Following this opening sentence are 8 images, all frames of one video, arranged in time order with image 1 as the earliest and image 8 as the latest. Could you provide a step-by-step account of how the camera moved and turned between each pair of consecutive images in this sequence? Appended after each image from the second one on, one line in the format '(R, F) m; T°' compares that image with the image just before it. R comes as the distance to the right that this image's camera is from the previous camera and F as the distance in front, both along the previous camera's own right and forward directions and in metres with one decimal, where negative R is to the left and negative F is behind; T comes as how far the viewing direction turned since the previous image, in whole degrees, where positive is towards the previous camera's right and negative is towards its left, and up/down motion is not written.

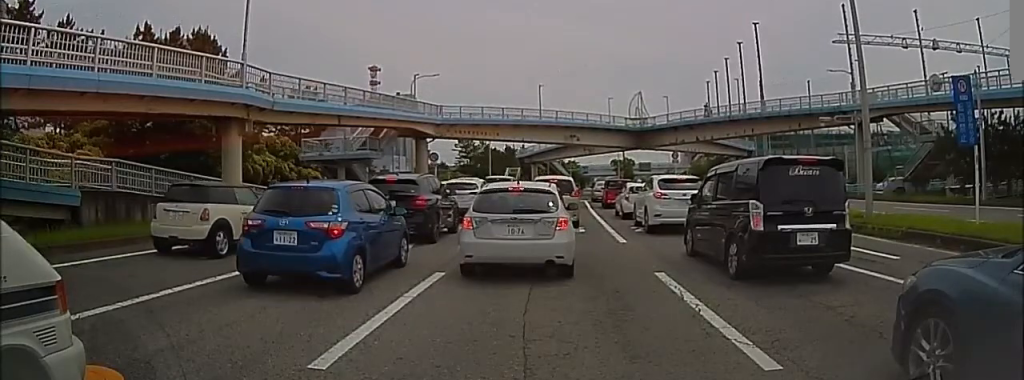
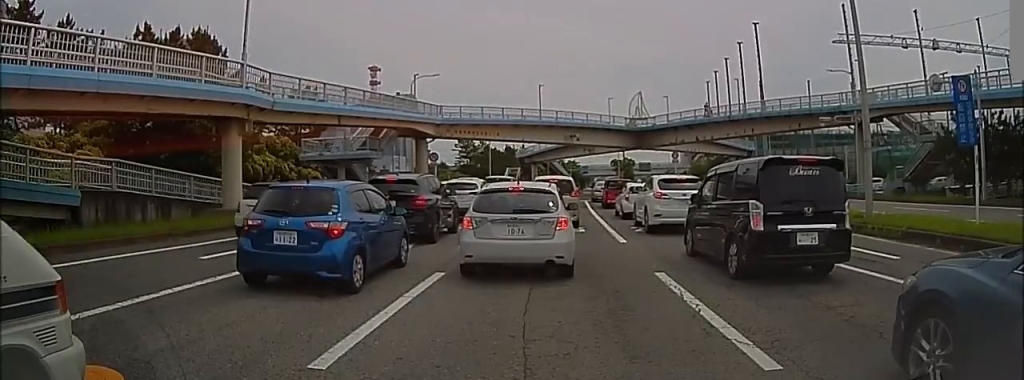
(0.0, 0.0) m; 0°
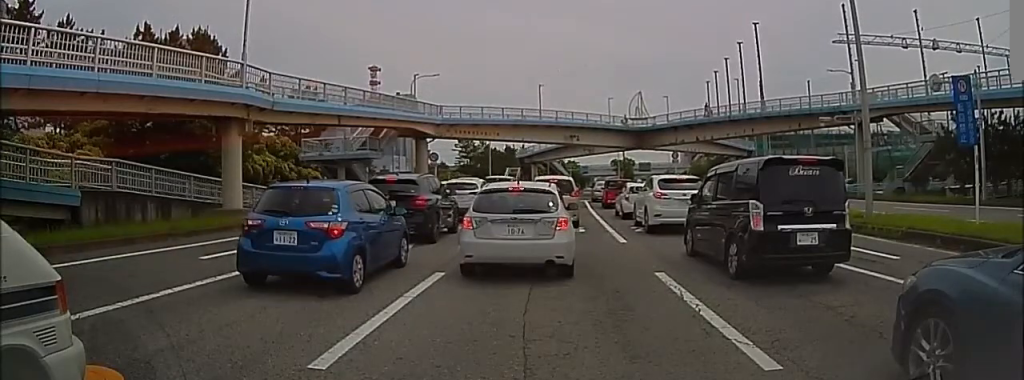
(0.0, 0.0) m; 0°
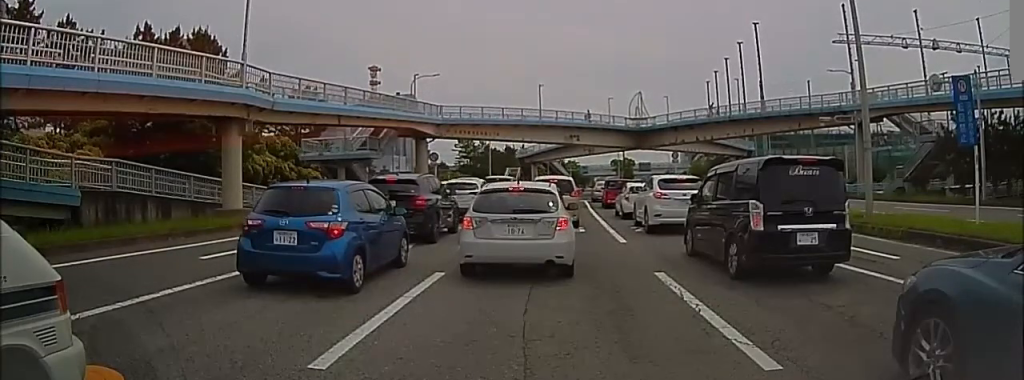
(0.0, 0.0) m; 0°
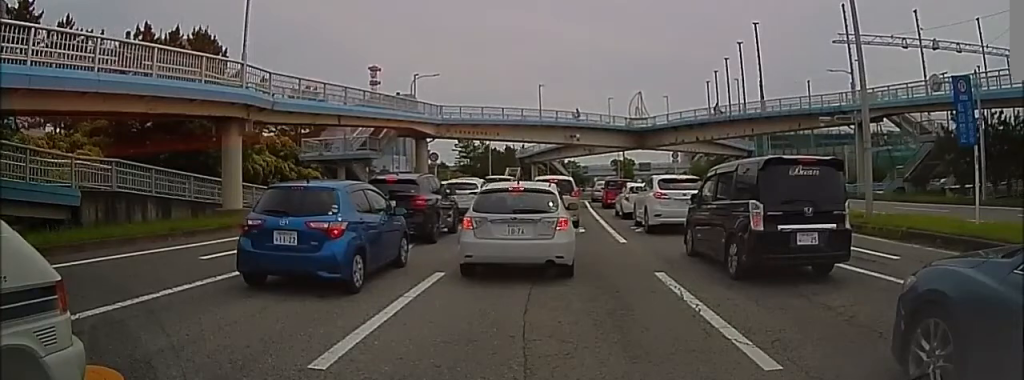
(0.0, 0.0) m; 0°
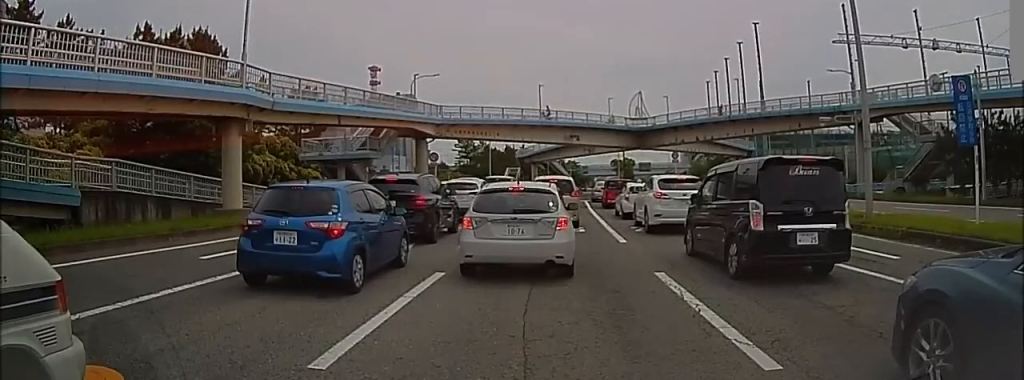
(0.0, 0.0) m; 0°
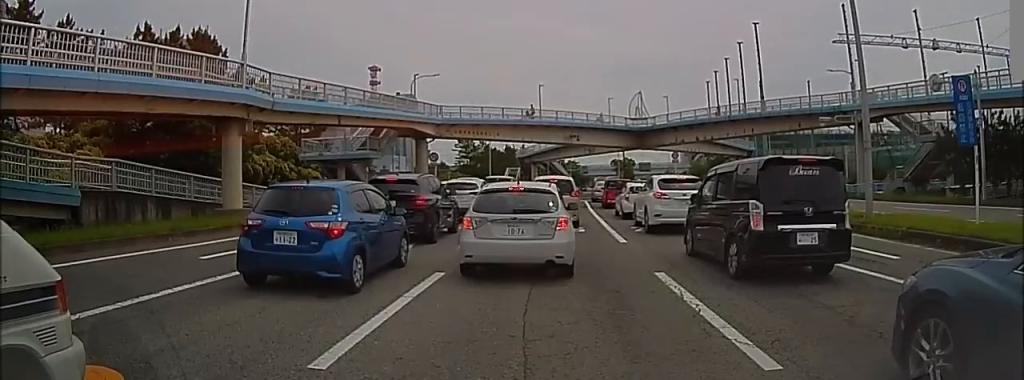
(0.0, 0.0) m; 0°
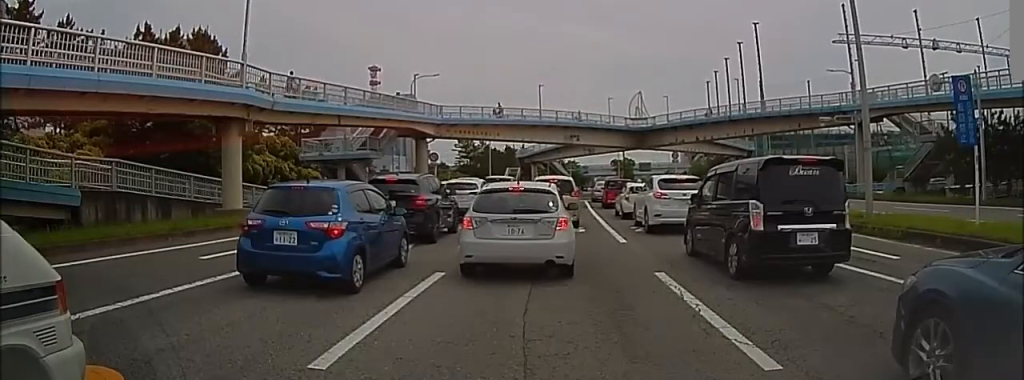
(0.0, 0.0) m; 0°
